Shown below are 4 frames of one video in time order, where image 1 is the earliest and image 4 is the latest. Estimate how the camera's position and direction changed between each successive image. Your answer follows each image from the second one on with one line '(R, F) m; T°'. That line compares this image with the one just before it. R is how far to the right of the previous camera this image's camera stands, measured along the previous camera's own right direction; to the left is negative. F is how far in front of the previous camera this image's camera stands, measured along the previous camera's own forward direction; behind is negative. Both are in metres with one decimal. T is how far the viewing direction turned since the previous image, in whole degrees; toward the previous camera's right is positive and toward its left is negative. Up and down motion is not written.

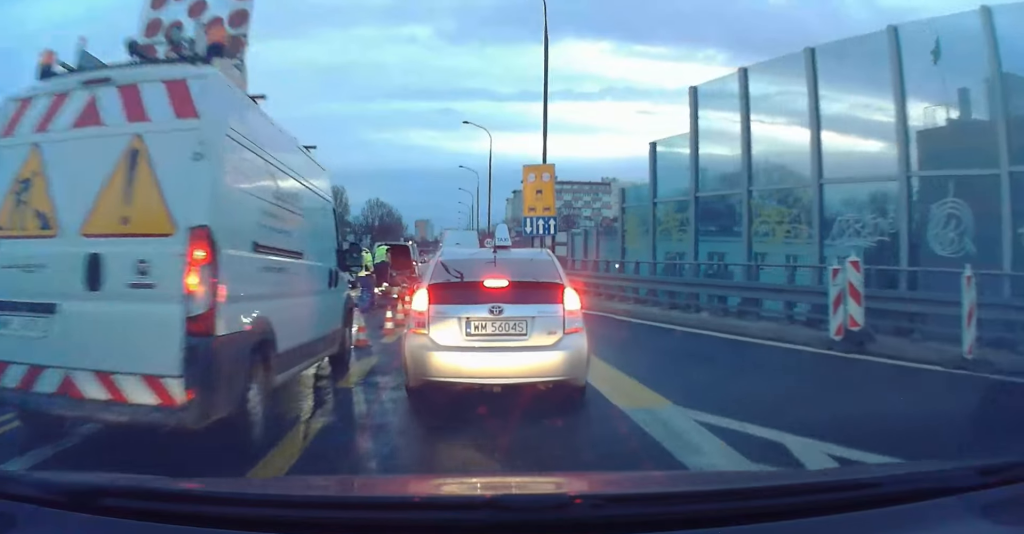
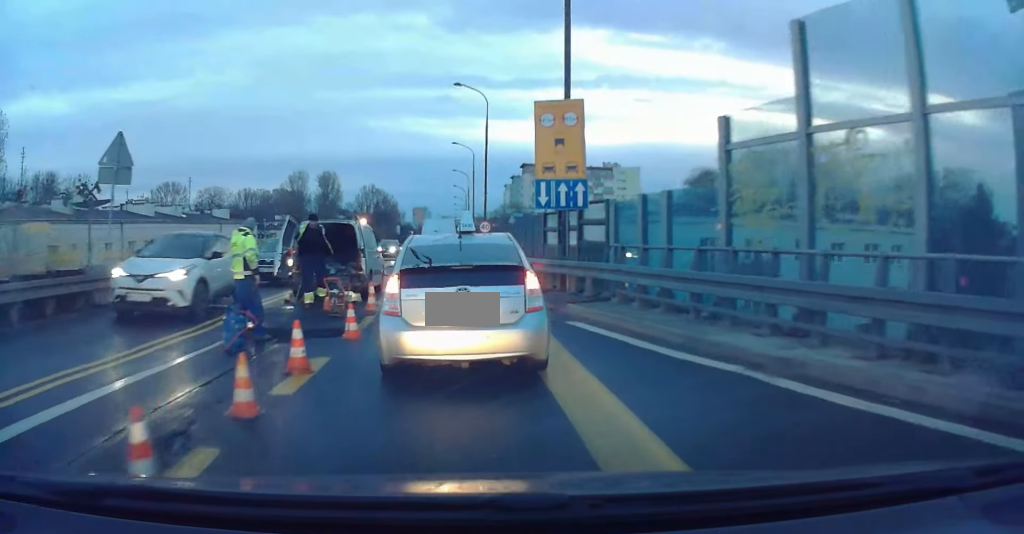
(+0.7, +10.4) m; +1°
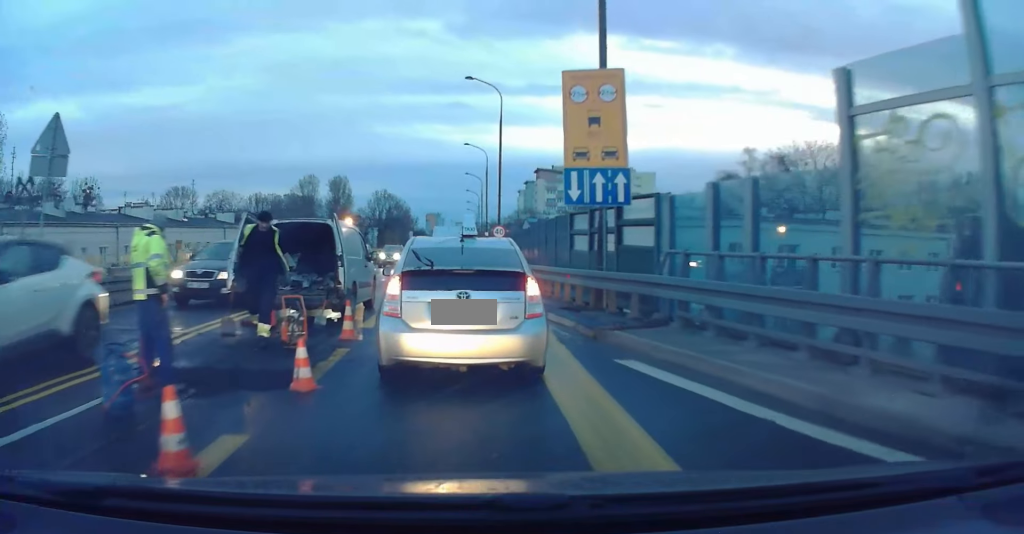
(-0.1, +3.7) m; -2°
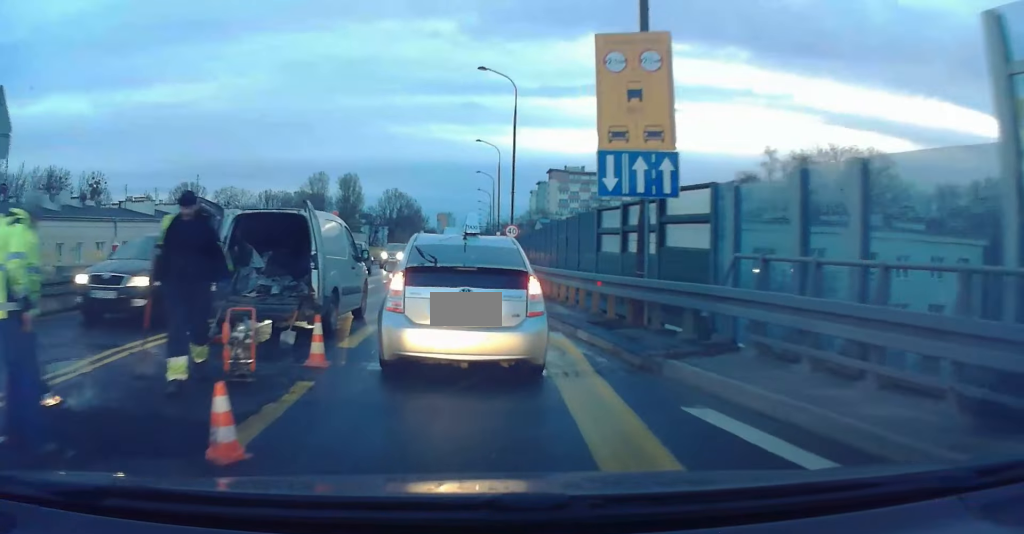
(0.0, +2.5) m; +1°
